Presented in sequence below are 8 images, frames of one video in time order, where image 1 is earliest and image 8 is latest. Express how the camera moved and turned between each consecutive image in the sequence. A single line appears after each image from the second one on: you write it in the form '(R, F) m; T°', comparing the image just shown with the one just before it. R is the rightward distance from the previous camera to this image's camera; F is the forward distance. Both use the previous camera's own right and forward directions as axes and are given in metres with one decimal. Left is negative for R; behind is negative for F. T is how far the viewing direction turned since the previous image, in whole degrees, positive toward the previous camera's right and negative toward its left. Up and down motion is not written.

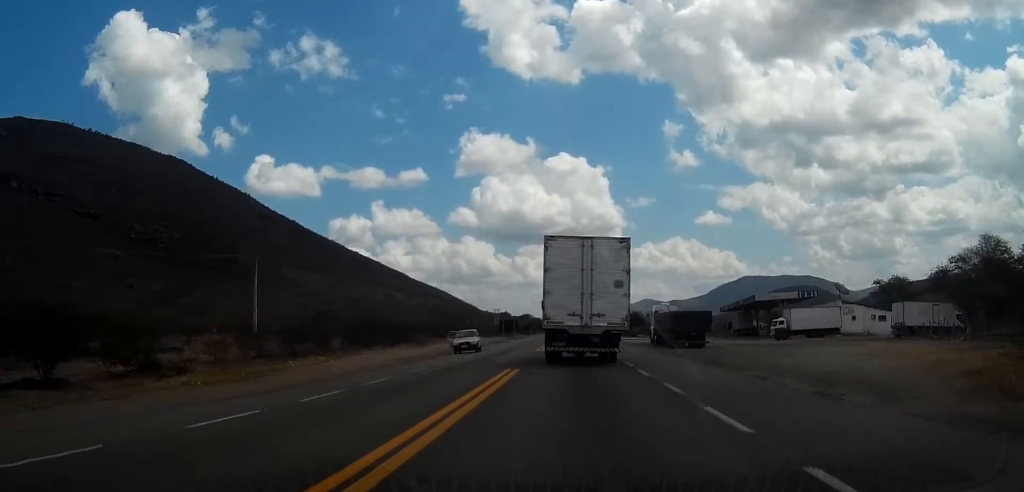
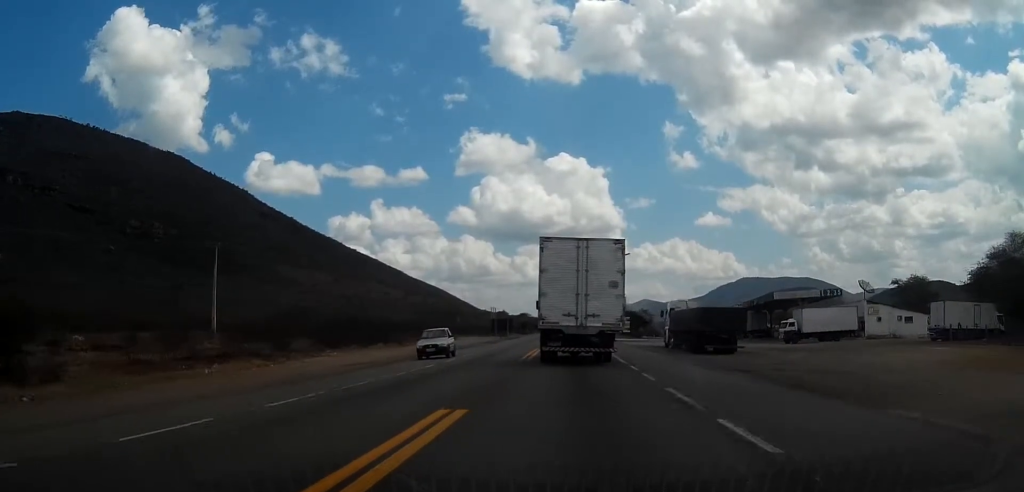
(0.0, +10.6) m; 0°
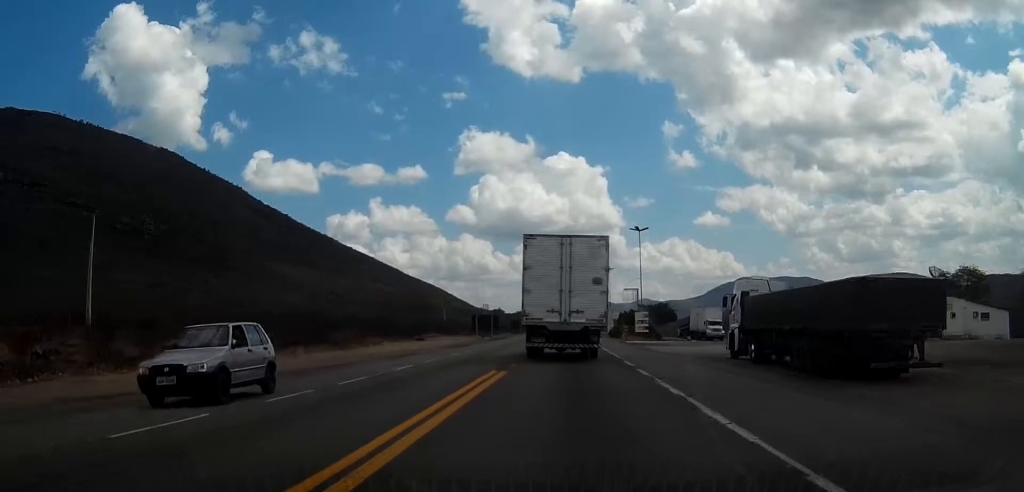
(+0.2, +22.9) m; +1°
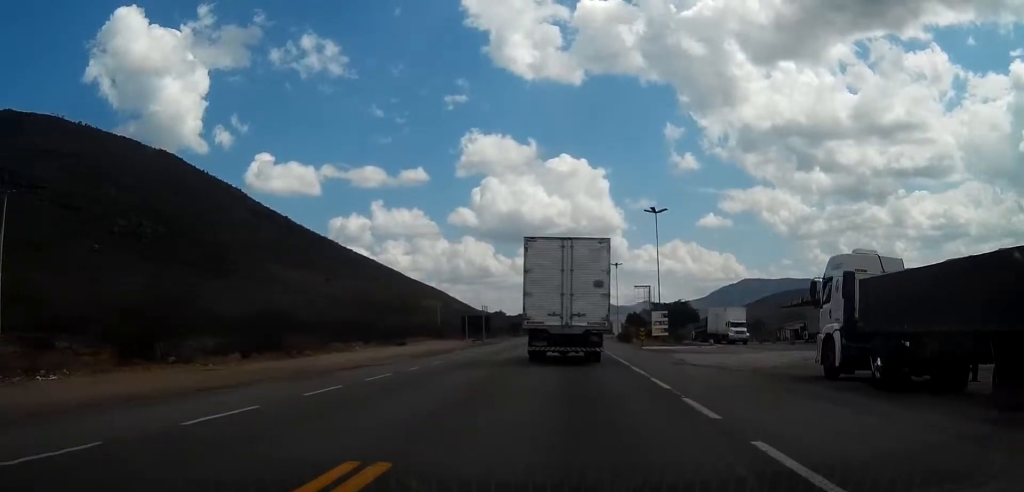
(0.0, +11.8) m; 0°
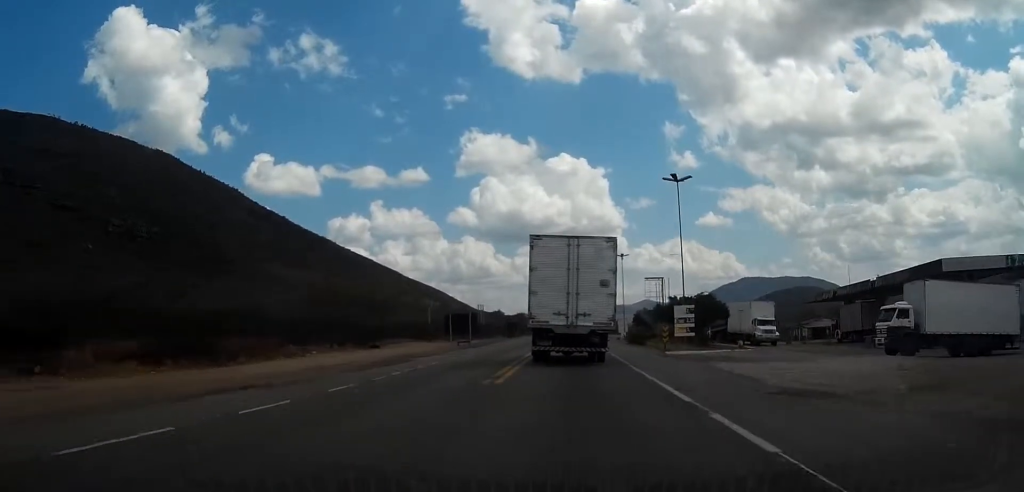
(-0.1, +11.9) m; 0°
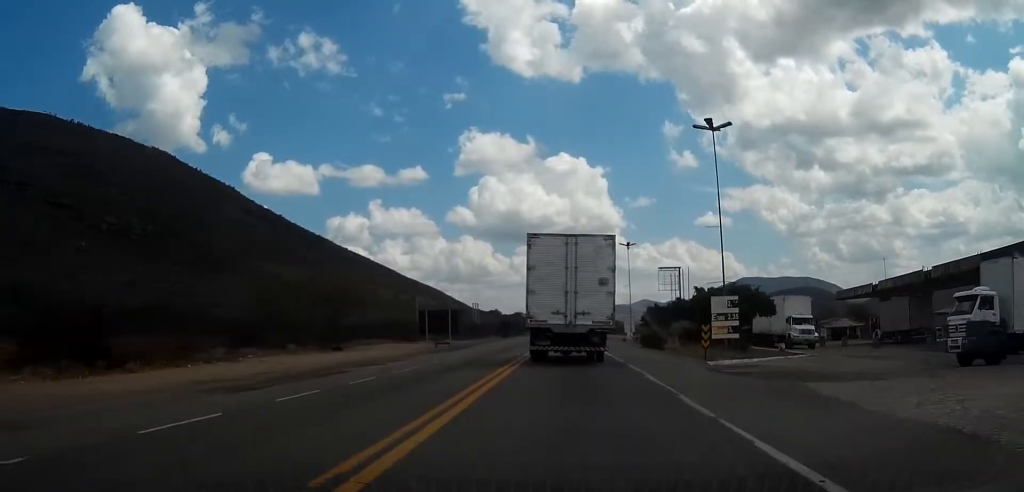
(+0.1, +11.9) m; 0°
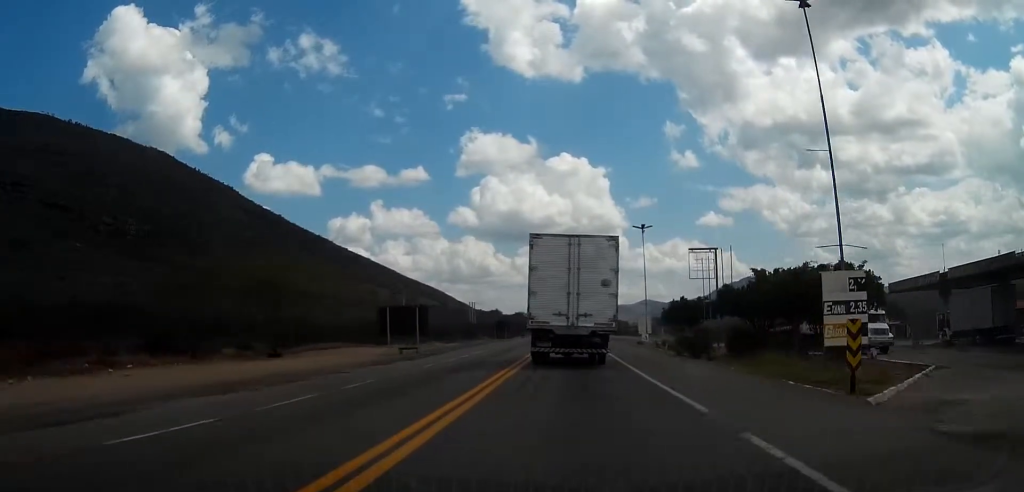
(+0.1, +14.4) m; 0°
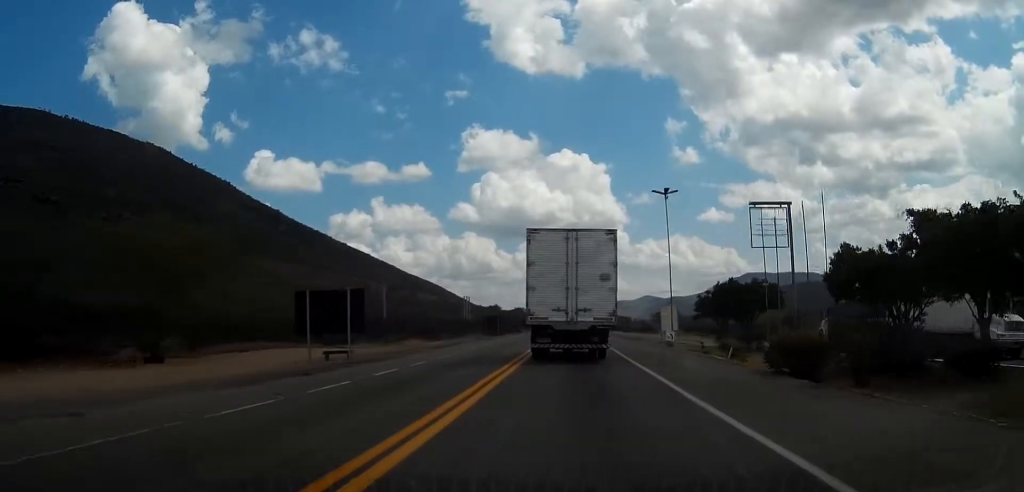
(0.0, +15.8) m; 0°
